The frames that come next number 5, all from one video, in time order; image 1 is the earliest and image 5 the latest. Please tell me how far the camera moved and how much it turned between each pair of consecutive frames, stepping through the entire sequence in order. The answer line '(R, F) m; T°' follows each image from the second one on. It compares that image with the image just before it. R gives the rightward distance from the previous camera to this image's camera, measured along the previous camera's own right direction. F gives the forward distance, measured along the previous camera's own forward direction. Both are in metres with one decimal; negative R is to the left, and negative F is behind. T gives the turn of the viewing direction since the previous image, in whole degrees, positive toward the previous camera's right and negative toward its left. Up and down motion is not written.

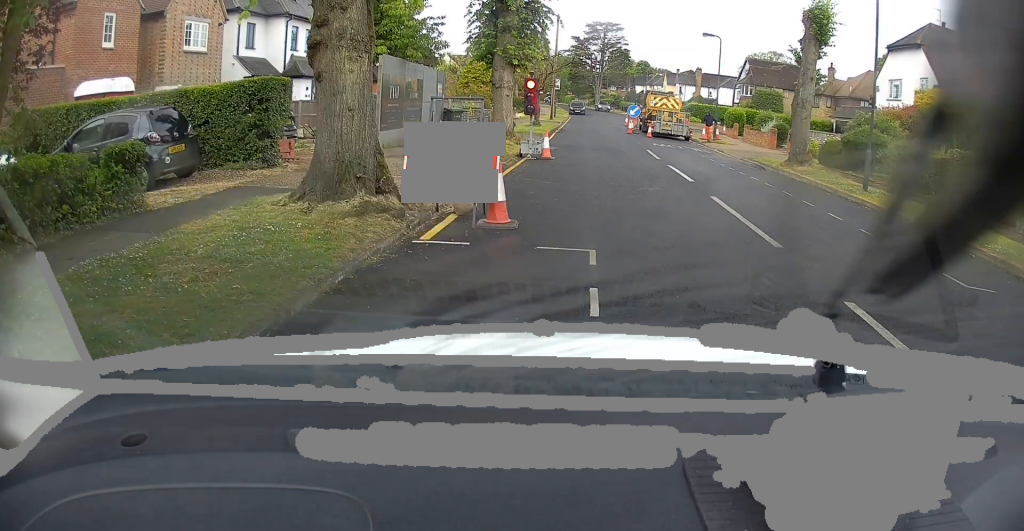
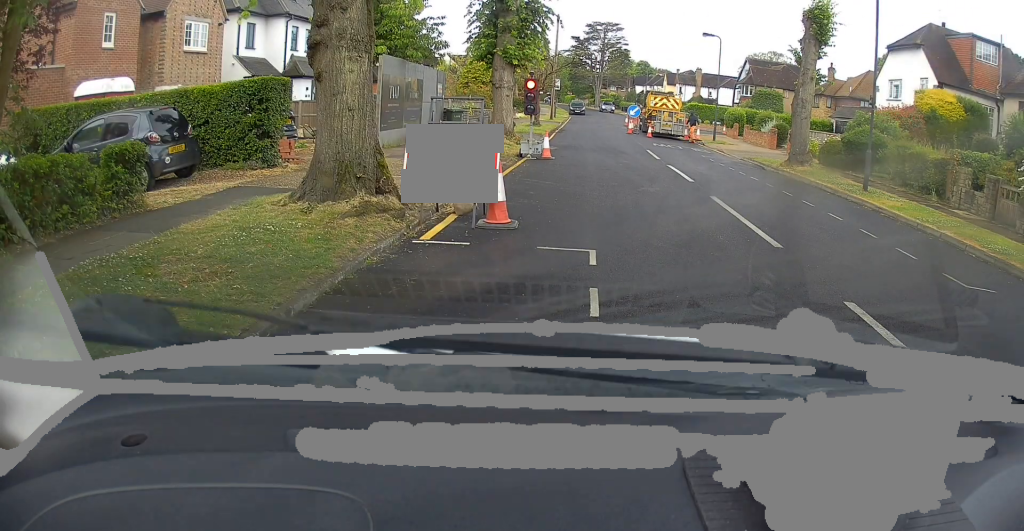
(0.0, 0.0) m; 0°
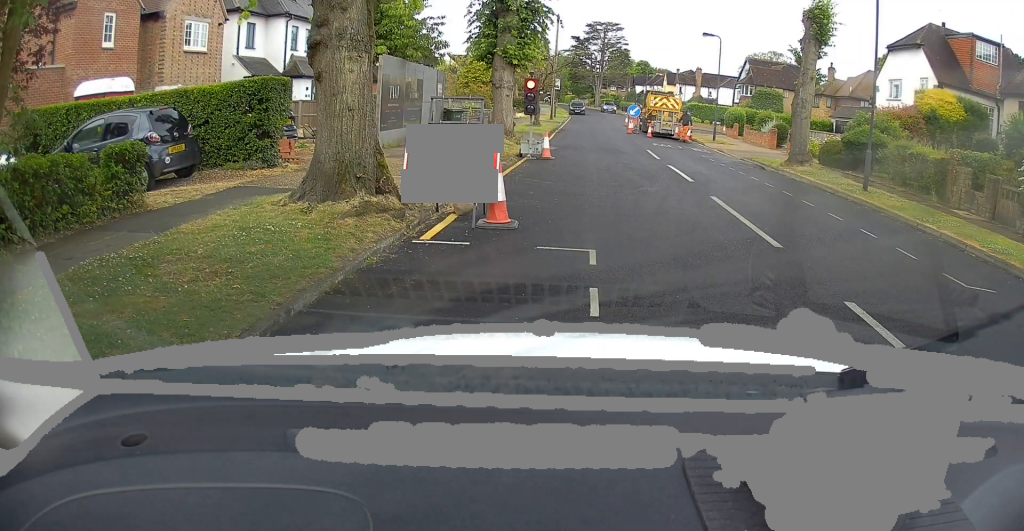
(0.0, 0.0) m; 0°
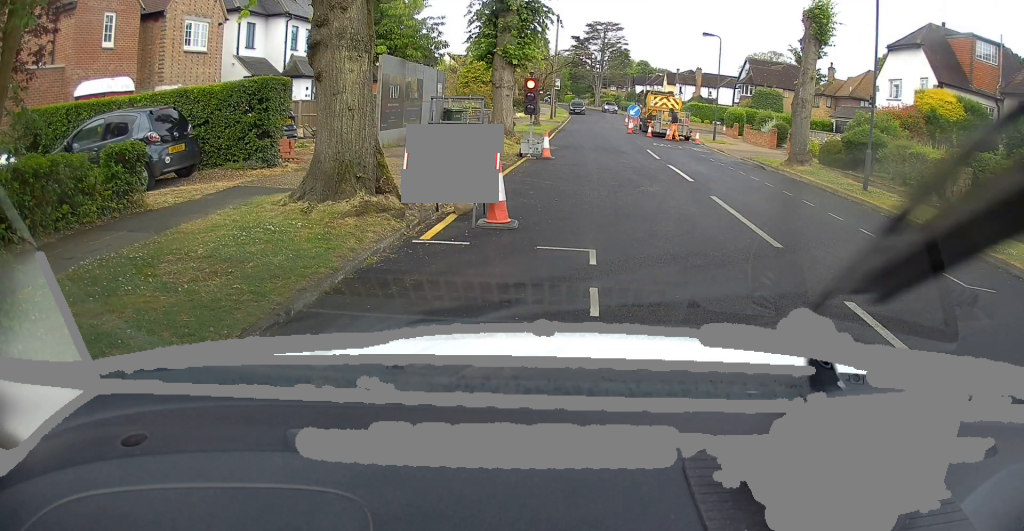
(0.0, 0.0) m; 0°
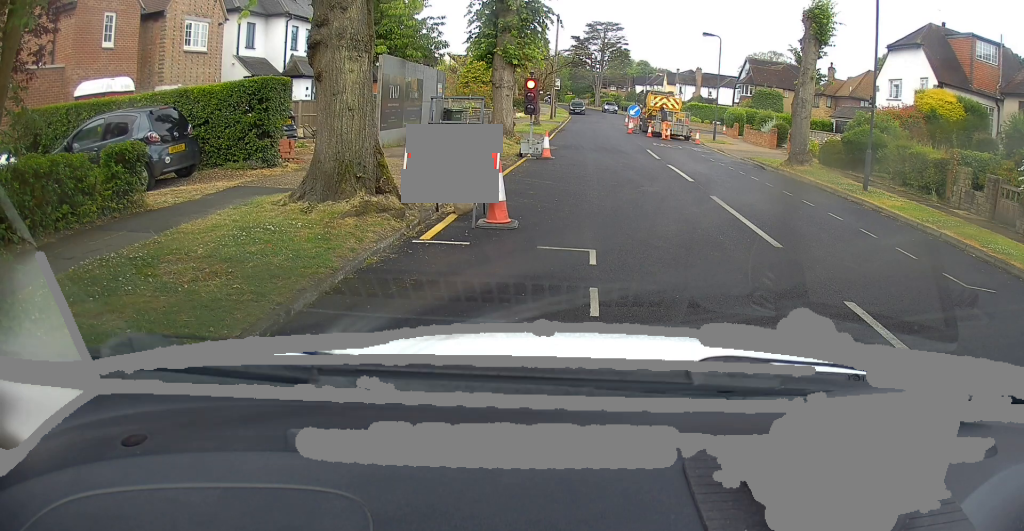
(0.0, 0.0) m; 0°
